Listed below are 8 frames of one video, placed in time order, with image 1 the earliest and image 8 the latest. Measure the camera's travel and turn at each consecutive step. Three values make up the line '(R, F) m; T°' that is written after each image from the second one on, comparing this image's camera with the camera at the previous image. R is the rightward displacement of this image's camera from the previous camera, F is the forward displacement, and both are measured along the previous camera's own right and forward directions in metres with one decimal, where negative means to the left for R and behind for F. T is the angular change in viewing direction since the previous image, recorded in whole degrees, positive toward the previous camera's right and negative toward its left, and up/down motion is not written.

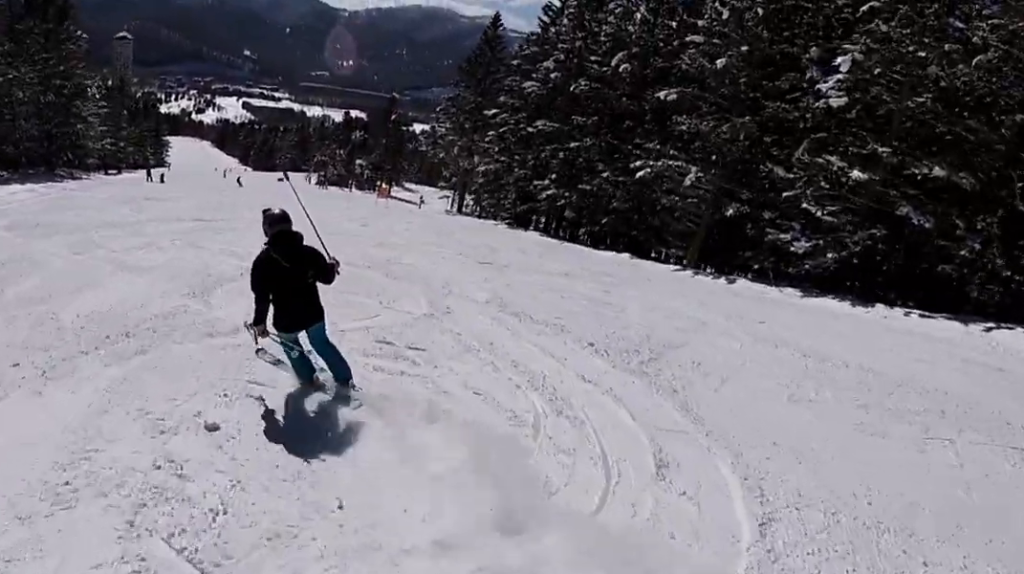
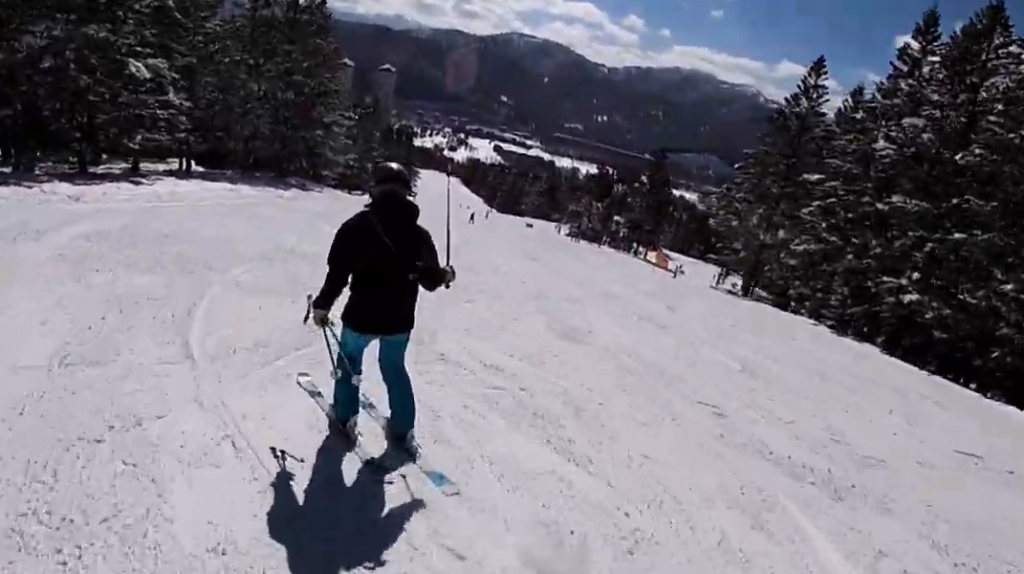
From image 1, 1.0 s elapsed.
(-1.1, +8.7) m; -1°
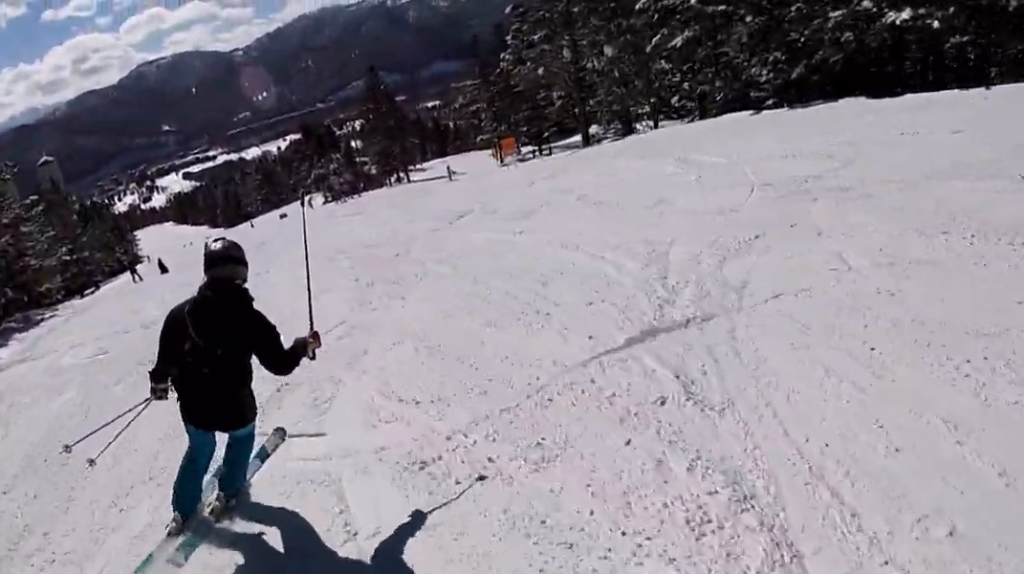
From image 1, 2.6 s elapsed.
(+2.6, +12.7) m; +21°
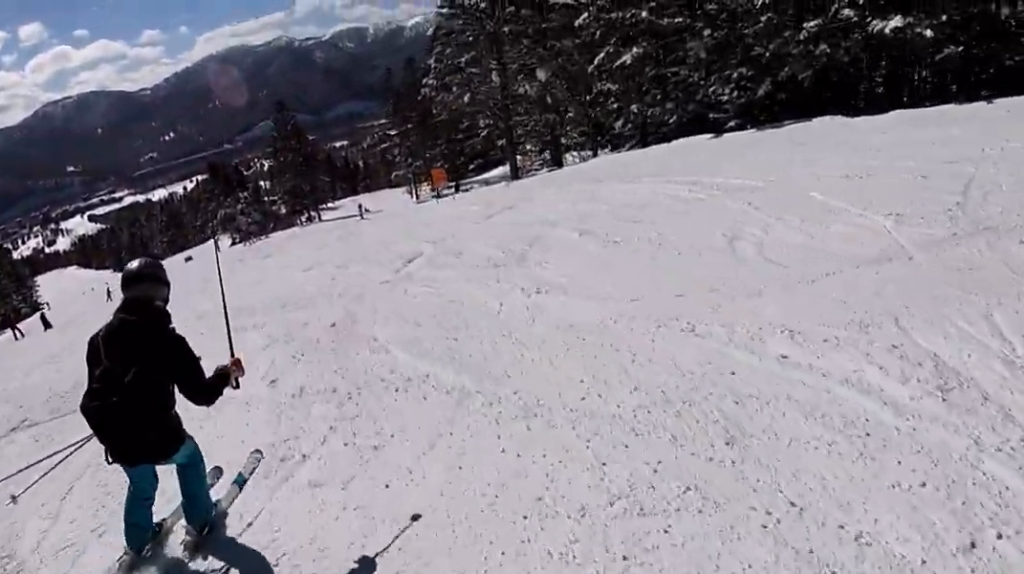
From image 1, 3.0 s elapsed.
(0.0, +4.0) m; -3°
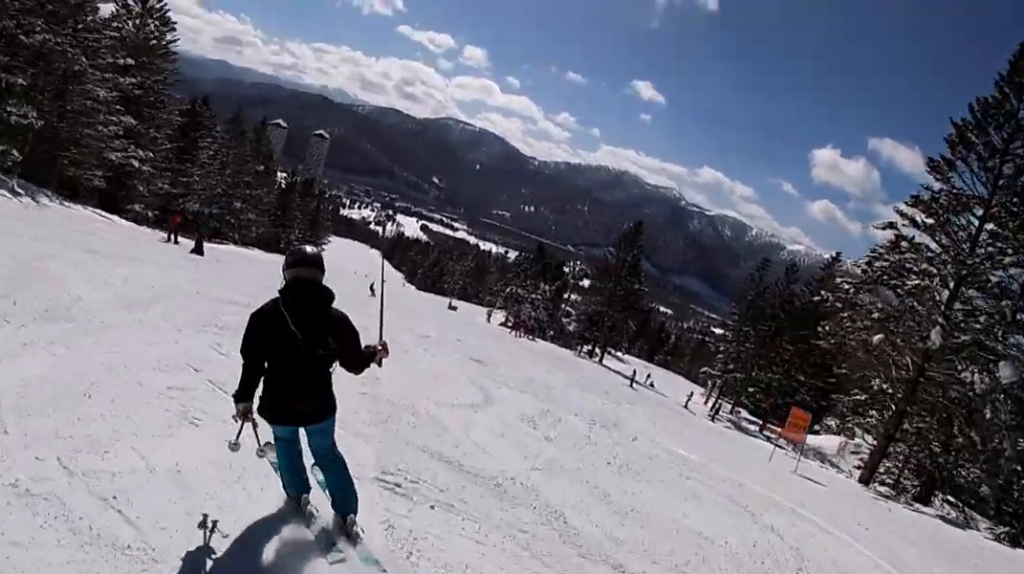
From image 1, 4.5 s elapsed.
(-0.9, +11.3) m; -18°
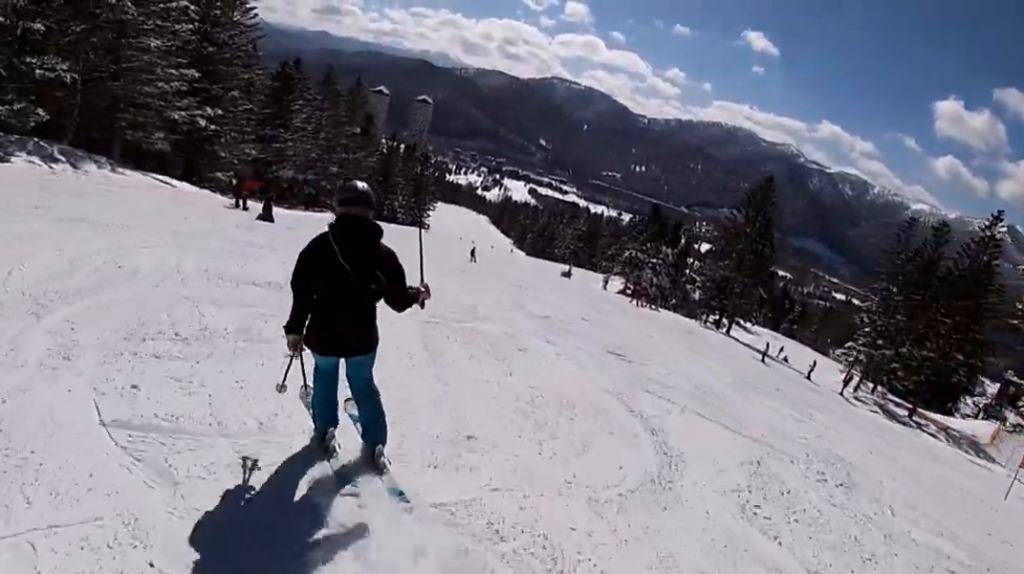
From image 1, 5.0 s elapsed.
(-0.7, +4.3) m; -1°
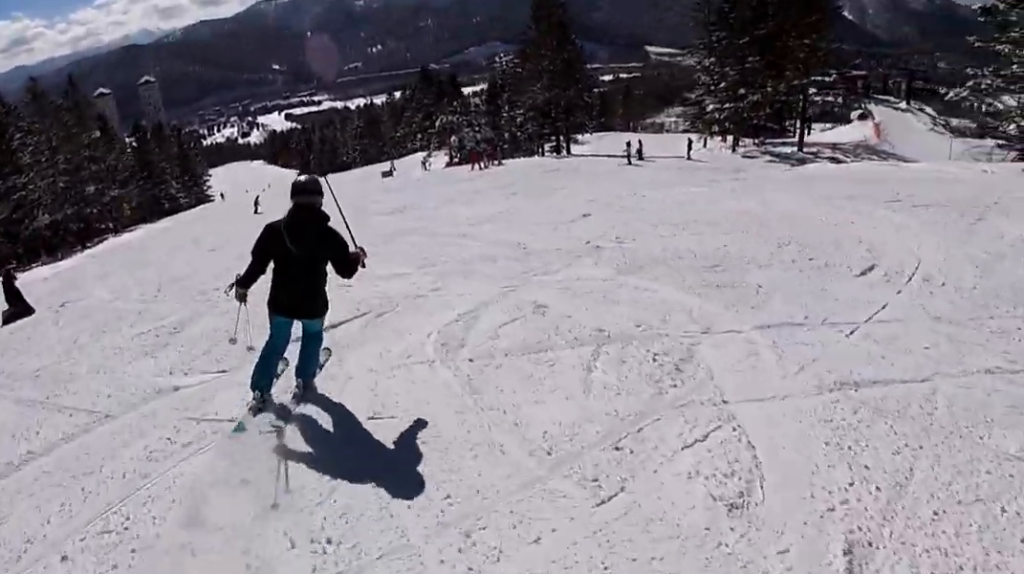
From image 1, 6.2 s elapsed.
(+0.2, +9.0) m; +5°
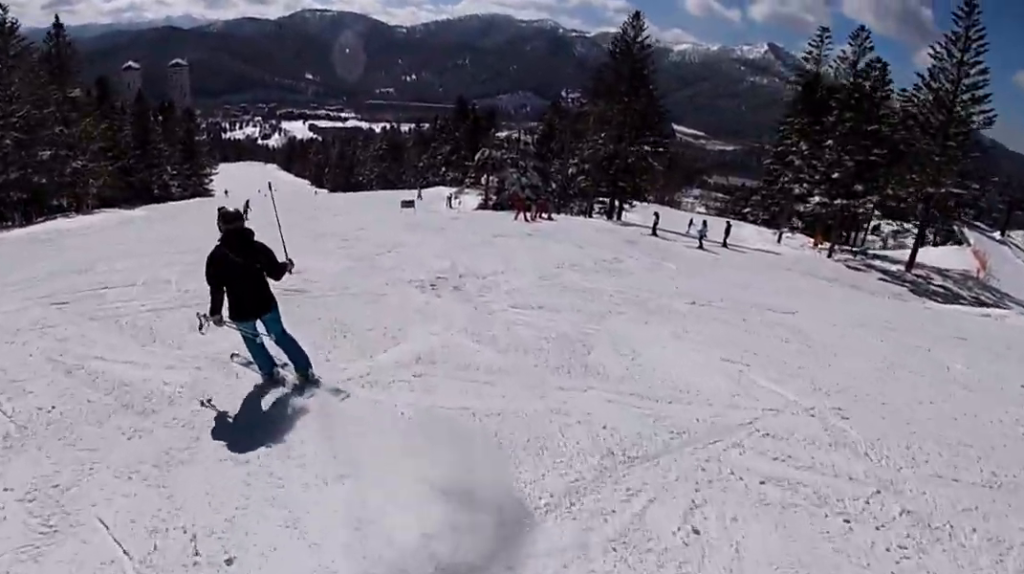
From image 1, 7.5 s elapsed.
(+0.4, +11.2) m; -6°
